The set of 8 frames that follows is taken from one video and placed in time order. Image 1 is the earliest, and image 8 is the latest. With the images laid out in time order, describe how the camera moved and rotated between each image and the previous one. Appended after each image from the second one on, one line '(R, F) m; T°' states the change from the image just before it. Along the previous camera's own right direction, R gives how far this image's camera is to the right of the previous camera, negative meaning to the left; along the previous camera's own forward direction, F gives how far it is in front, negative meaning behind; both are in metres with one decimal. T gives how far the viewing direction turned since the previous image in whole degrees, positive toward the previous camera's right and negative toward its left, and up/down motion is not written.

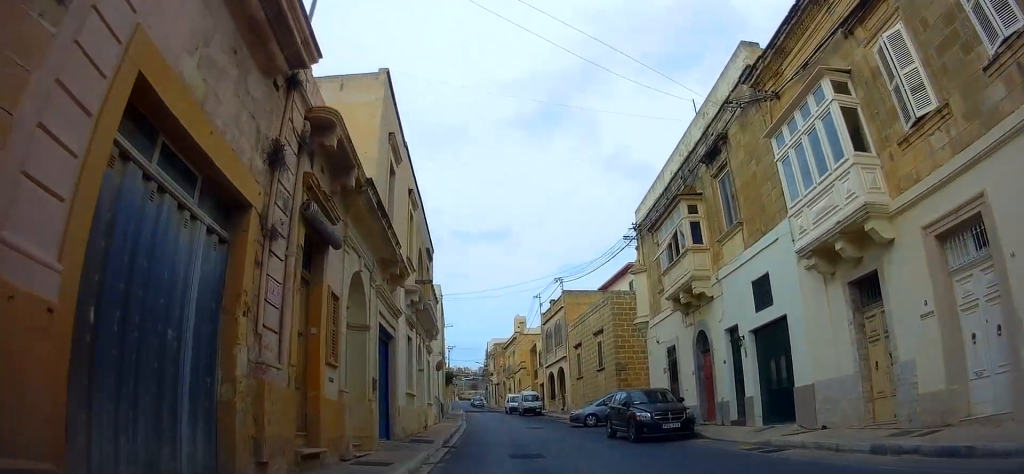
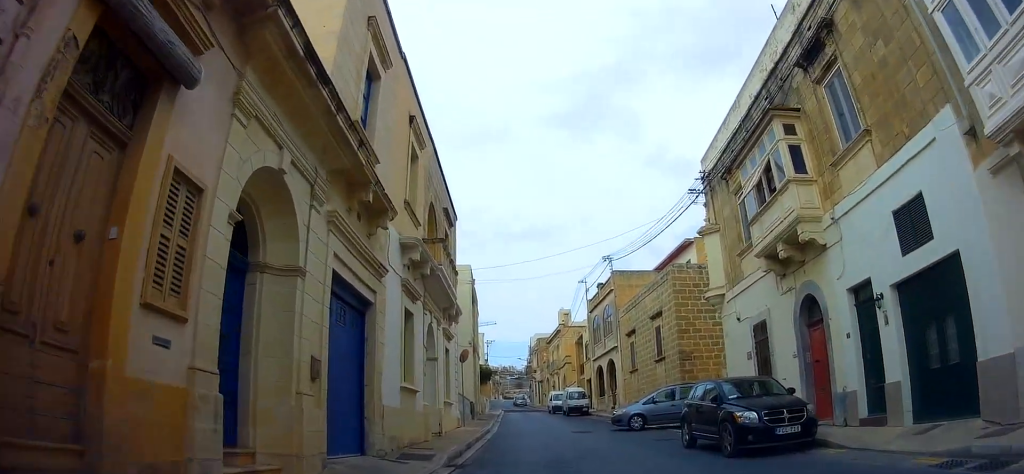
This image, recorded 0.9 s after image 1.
(-0.1, +4.8) m; -1°
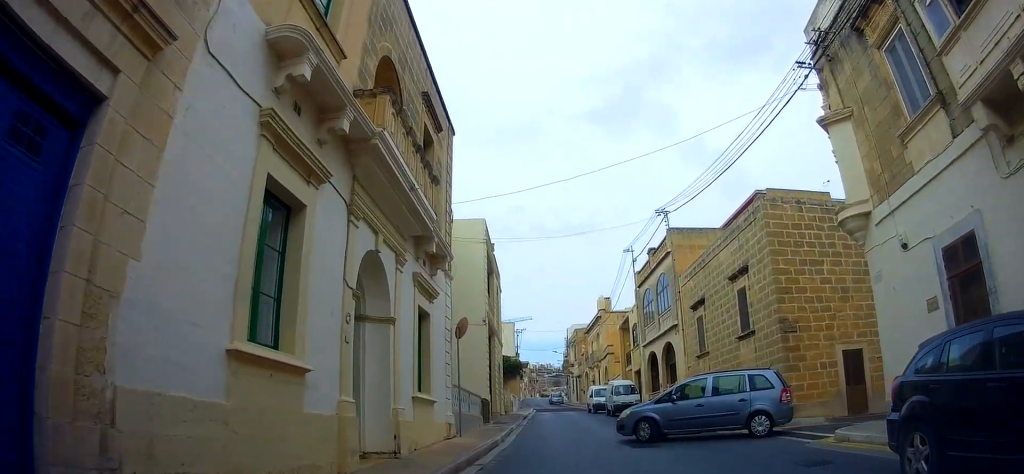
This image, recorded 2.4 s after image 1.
(0.0, +8.5) m; -5°
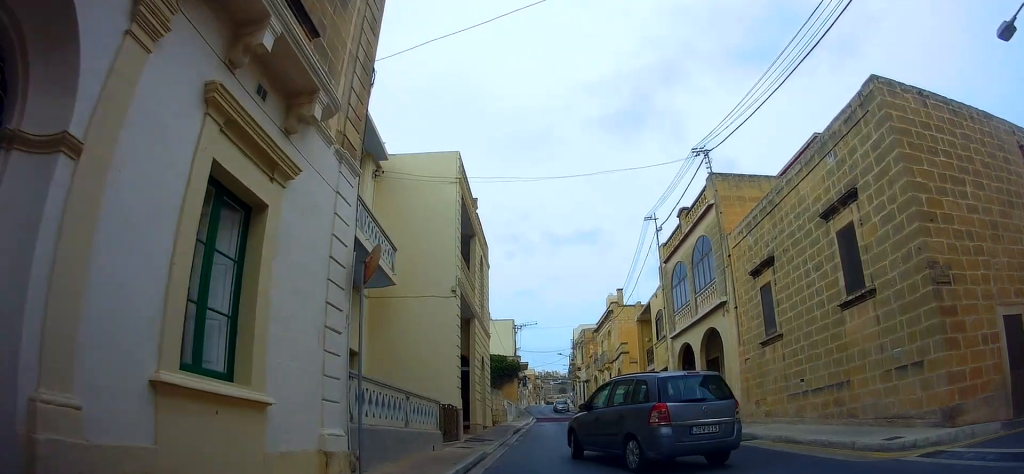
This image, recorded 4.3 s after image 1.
(-1.1, +9.4) m; -8°
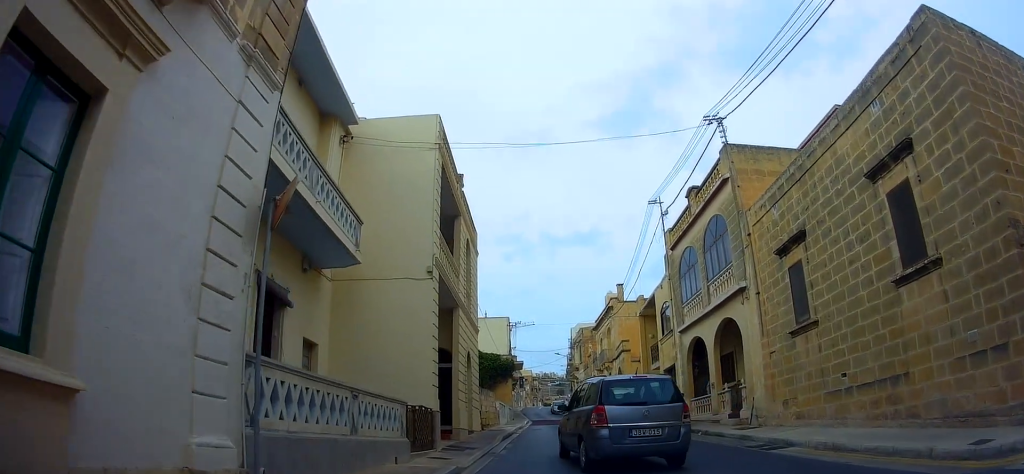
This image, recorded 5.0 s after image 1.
(0.0, +3.0) m; 0°
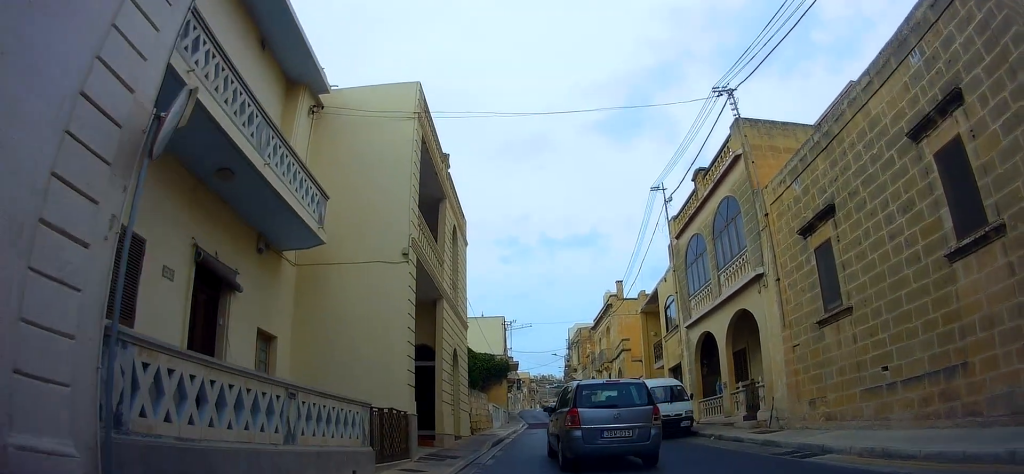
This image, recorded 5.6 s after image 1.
(0.0, +2.1) m; 0°
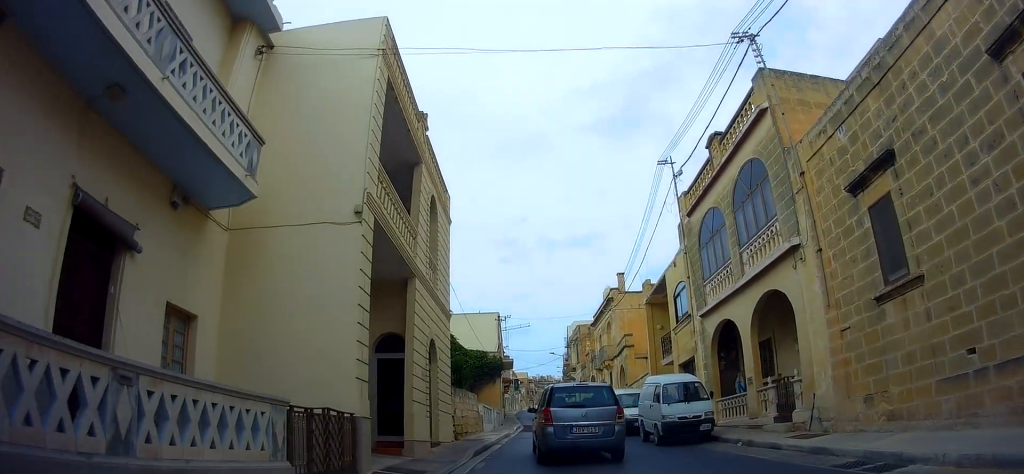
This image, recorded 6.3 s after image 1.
(0.0, +2.8) m; 0°
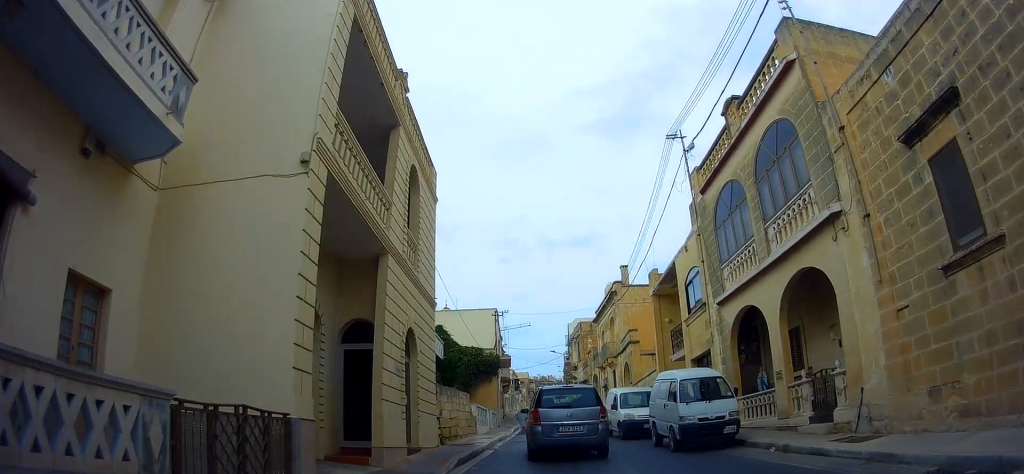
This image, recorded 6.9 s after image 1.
(0.0, +2.2) m; +1°
